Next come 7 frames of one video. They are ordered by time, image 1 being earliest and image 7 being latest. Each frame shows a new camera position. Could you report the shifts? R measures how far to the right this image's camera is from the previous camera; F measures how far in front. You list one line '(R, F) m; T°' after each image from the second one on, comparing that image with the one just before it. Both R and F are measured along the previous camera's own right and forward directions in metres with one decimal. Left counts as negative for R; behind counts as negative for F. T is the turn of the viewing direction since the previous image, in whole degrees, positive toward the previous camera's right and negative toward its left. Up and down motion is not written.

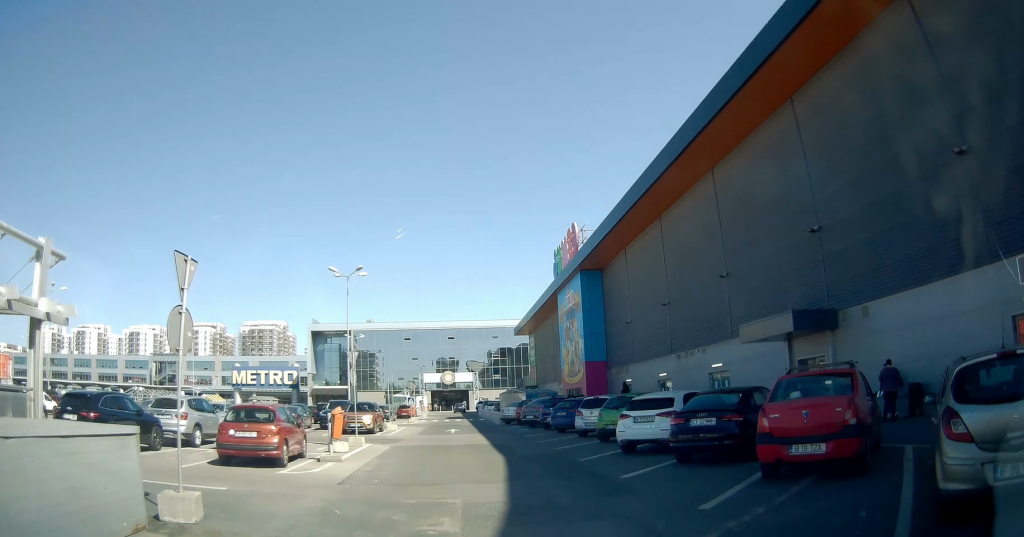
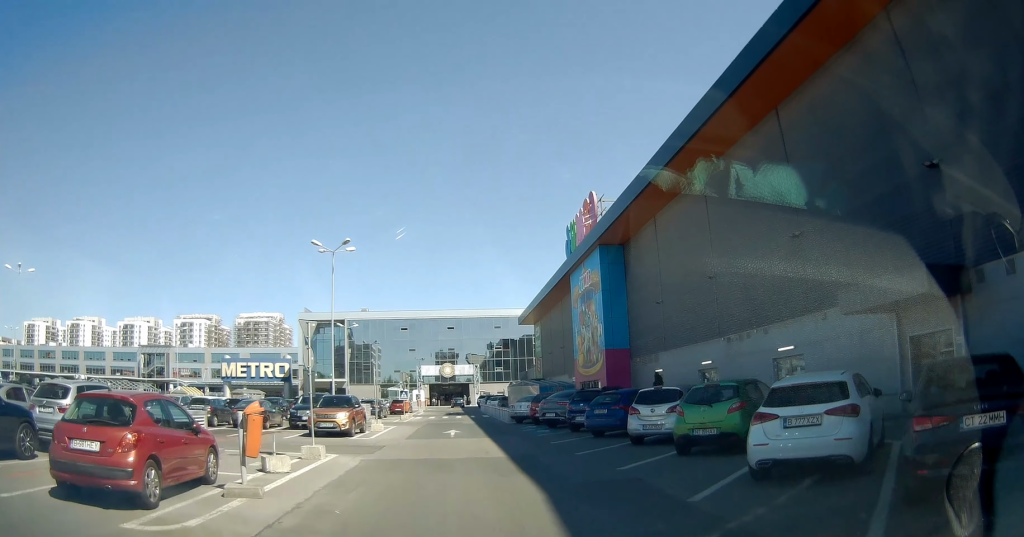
(+0.2, +6.9) m; +4°
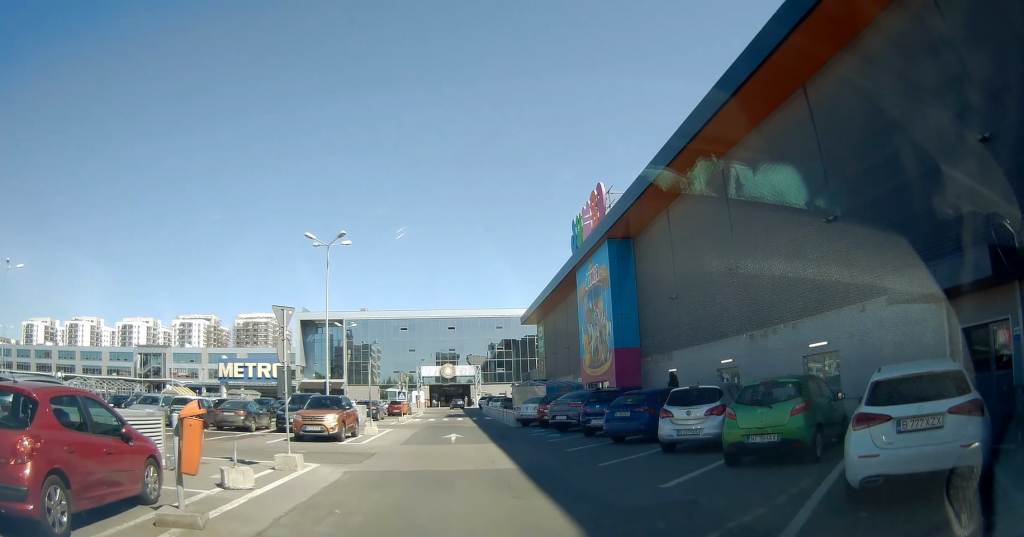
(0.0, +2.3) m; +1°
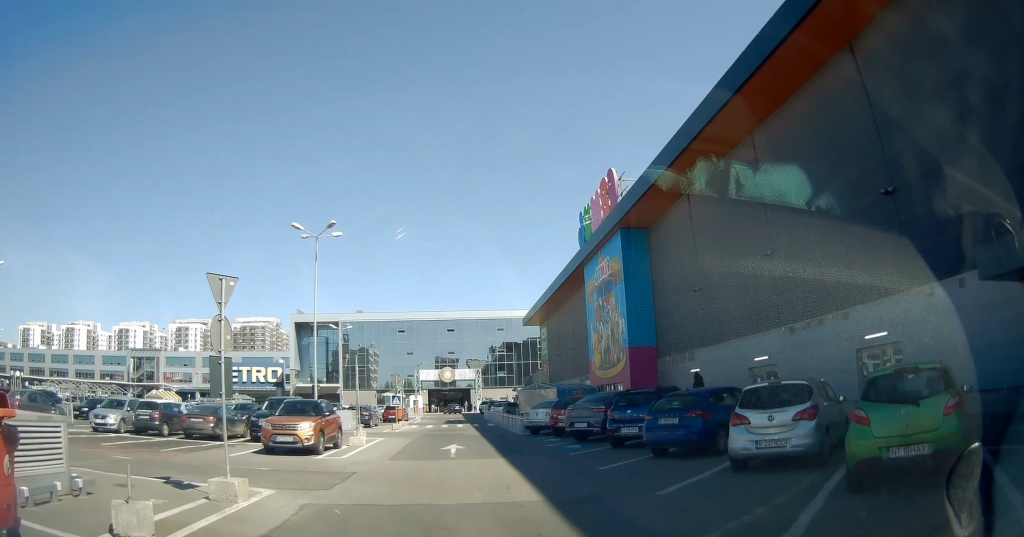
(0.0, +3.3) m; 0°
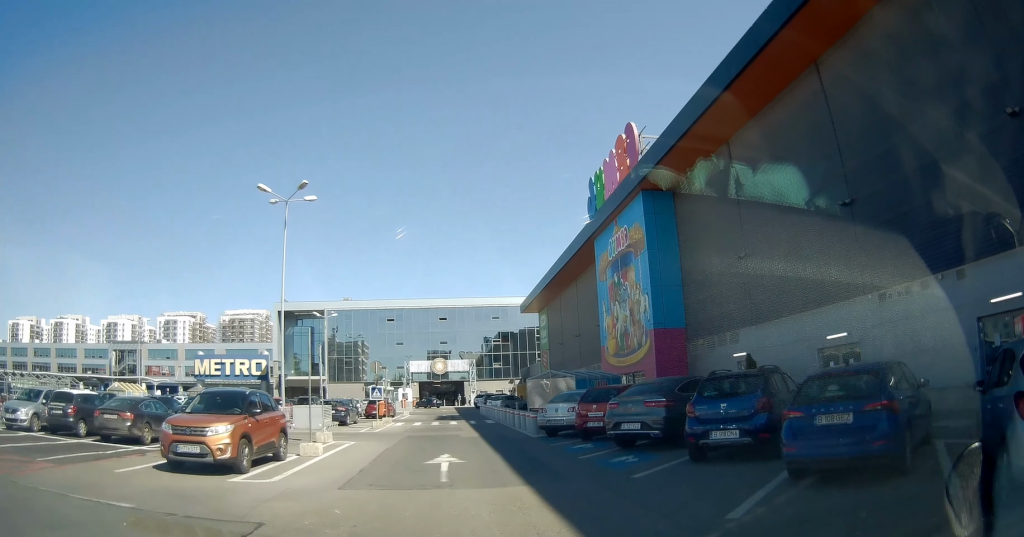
(0.0, +5.4) m; 0°
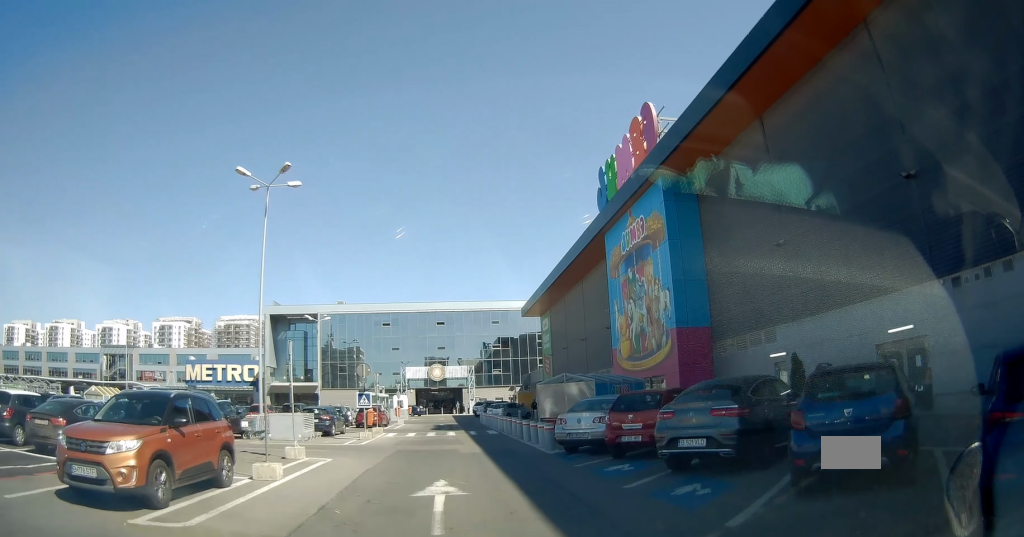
(0.0, +3.2) m; 0°
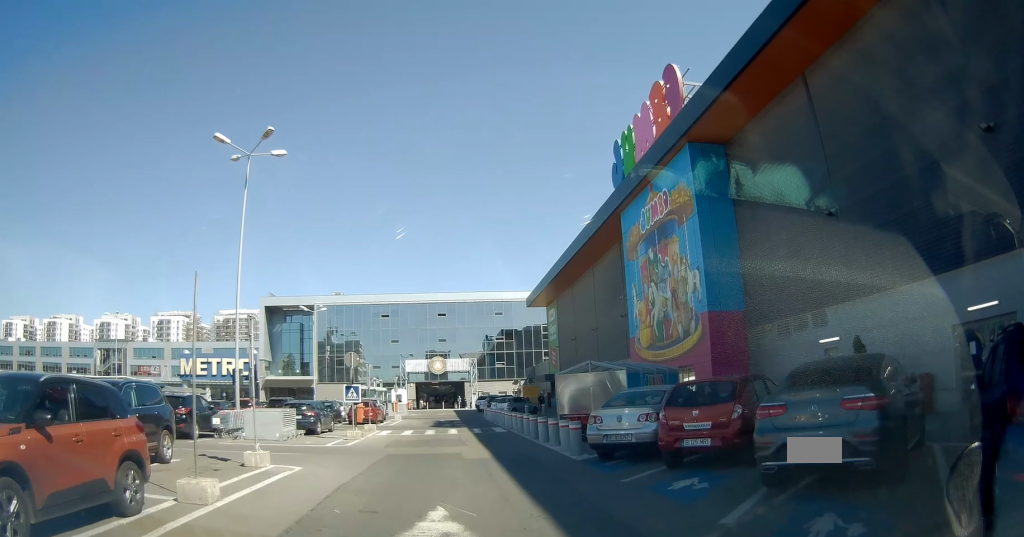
(0.0, +3.1) m; 0°
